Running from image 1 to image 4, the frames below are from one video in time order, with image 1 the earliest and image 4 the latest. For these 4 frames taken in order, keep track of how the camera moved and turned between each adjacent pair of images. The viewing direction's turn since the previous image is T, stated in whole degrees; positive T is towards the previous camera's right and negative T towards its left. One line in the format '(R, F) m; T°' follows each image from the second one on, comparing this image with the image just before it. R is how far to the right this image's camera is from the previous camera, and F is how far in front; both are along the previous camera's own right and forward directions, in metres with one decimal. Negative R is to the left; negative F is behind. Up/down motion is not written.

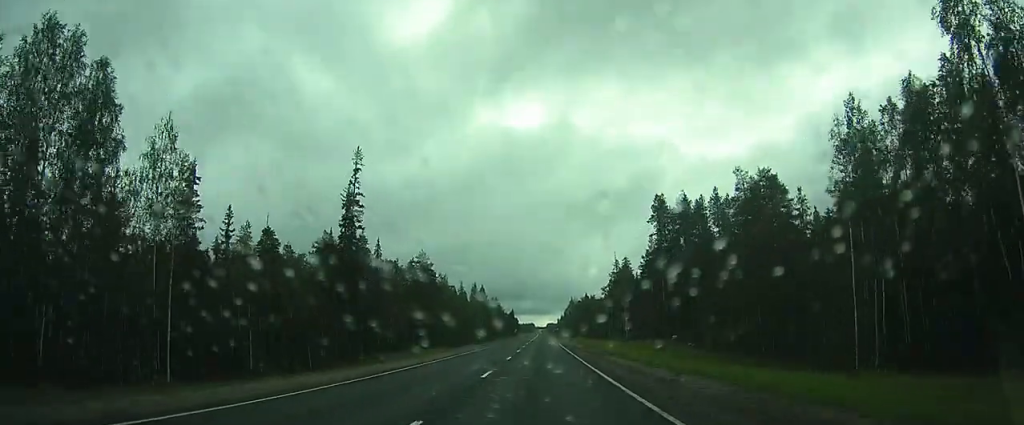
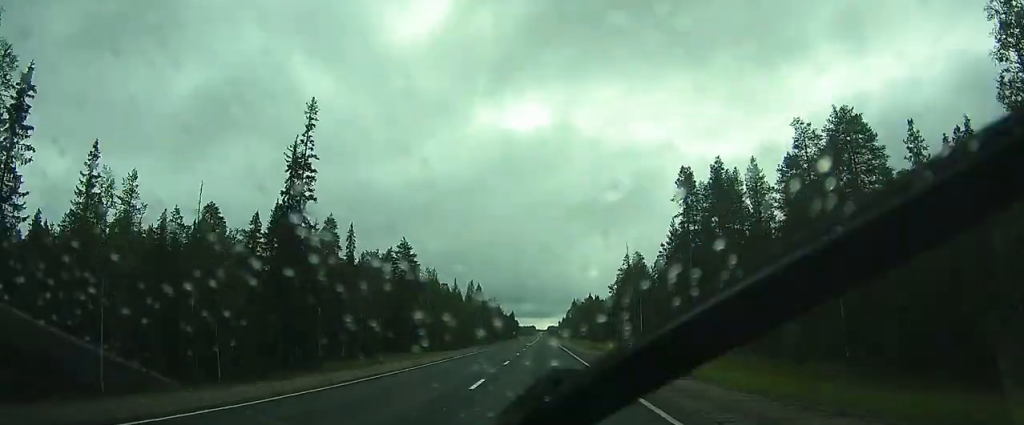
(0.0, +13.7) m; 0°
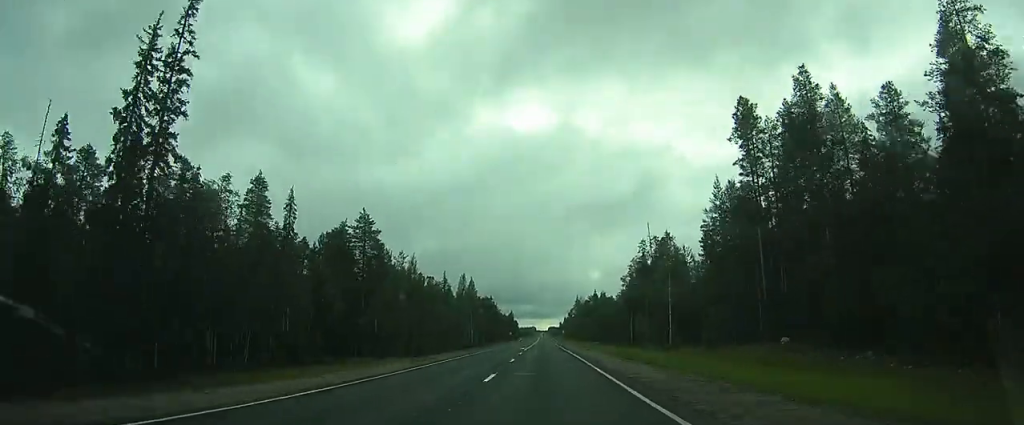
(-0.1, +18.4) m; 0°
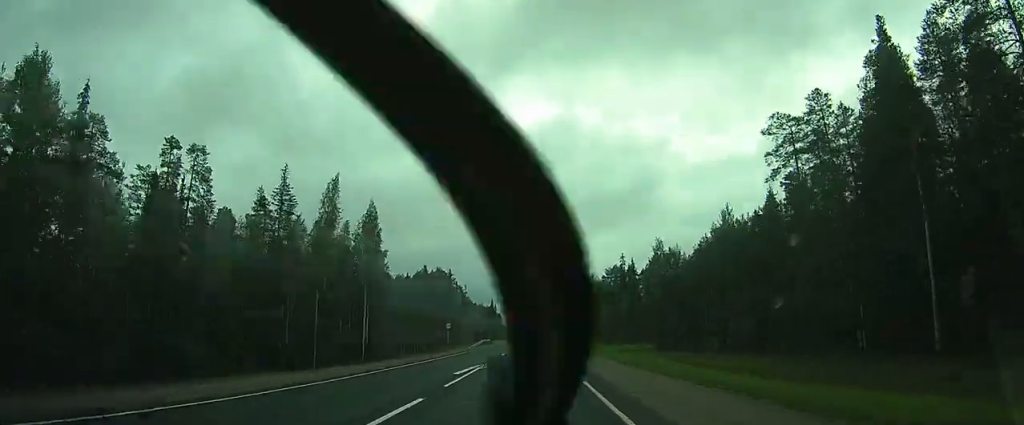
(-0.8, +98.9) m; 0°
